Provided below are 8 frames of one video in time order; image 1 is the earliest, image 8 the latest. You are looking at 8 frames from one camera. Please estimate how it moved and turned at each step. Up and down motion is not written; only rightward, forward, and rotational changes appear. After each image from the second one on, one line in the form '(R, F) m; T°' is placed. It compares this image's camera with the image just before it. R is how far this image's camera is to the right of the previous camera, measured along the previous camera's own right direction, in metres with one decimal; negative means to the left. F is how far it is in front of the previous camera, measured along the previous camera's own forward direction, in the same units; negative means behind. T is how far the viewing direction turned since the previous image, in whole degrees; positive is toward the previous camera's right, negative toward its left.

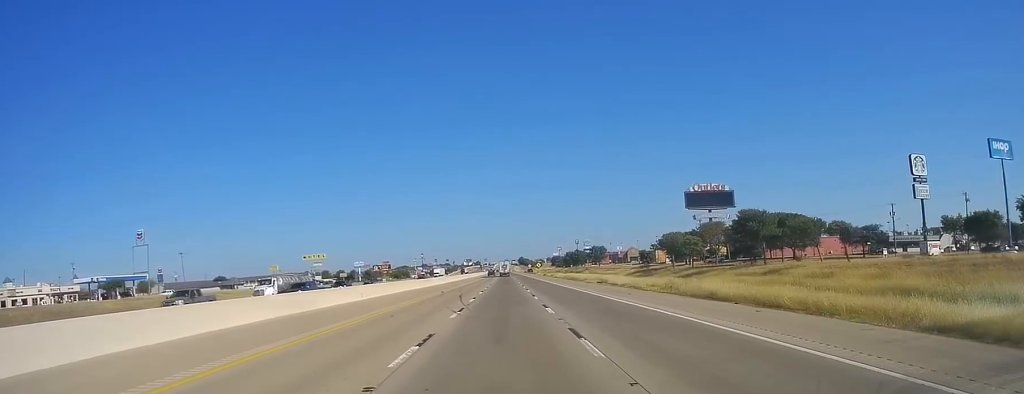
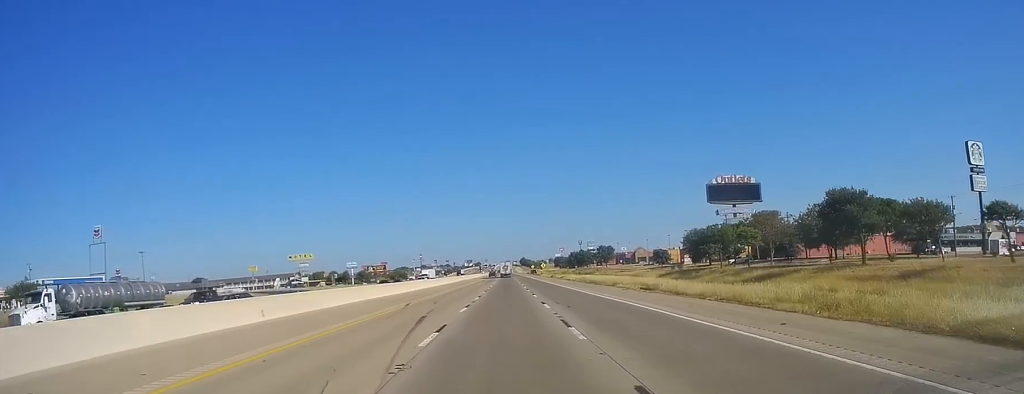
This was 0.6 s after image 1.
(+0.1, +21.2) m; 0°
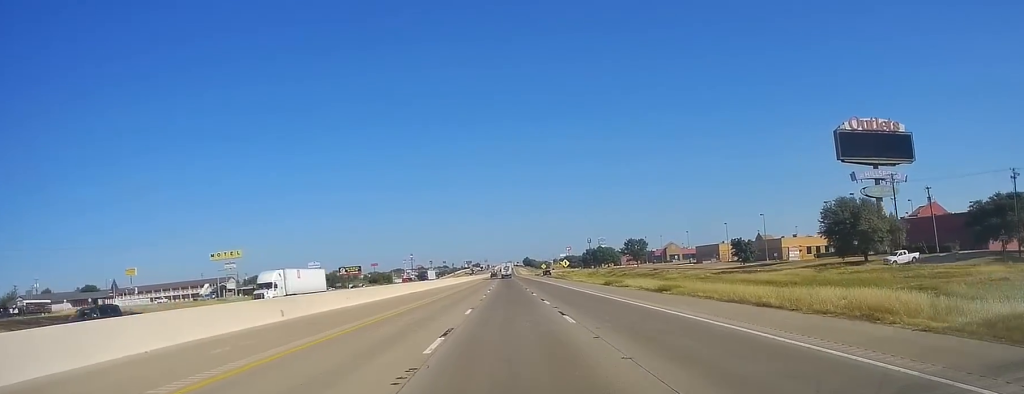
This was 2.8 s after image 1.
(-0.5, +74.8) m; 0°
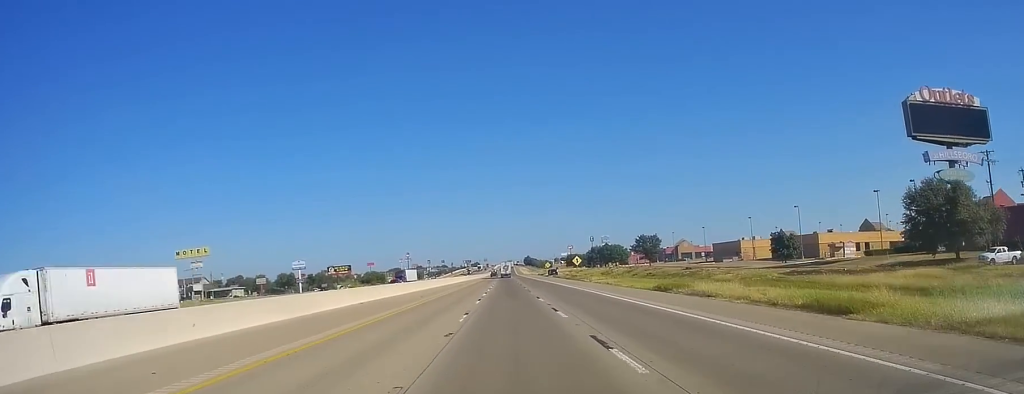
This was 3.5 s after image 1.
(+0.1, +22.2) m; 0°
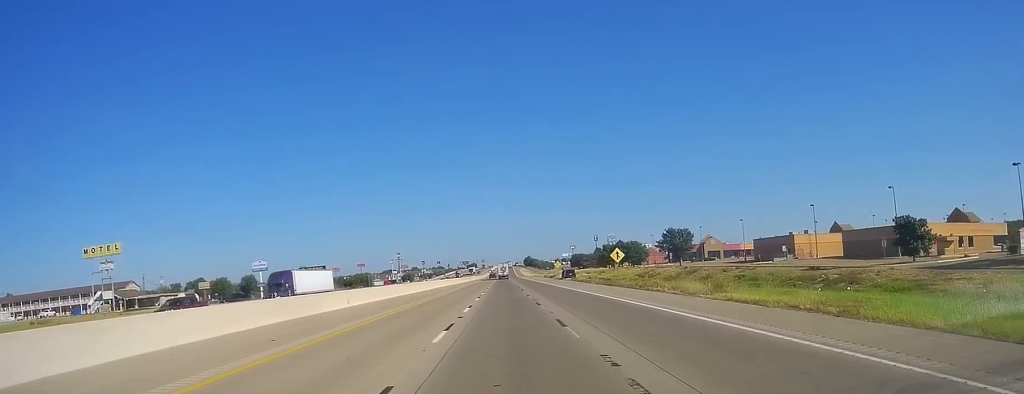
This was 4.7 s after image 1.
(-0.6, +42.8) m; -1°
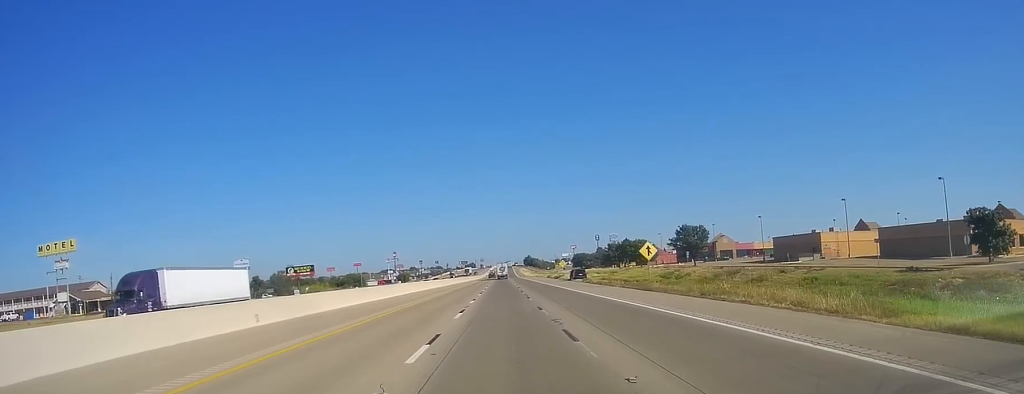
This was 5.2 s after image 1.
(-0.4, +16.0) m; 0°
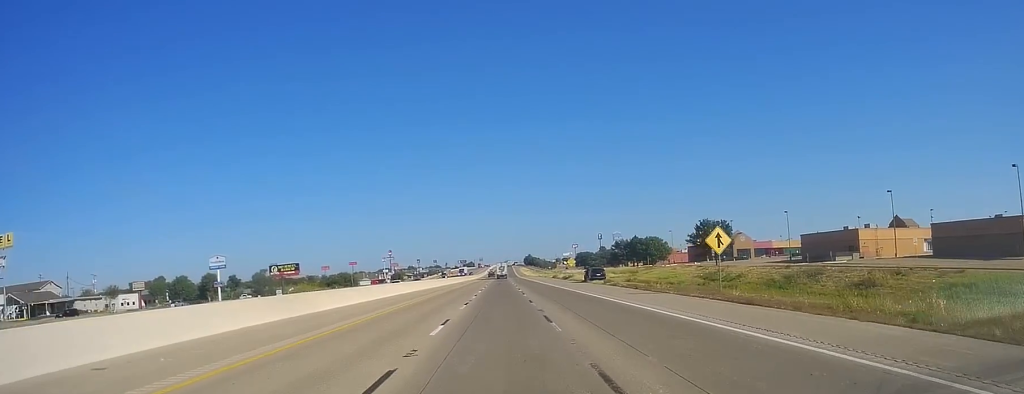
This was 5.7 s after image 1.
(+0.4, +18.9) m; 0°
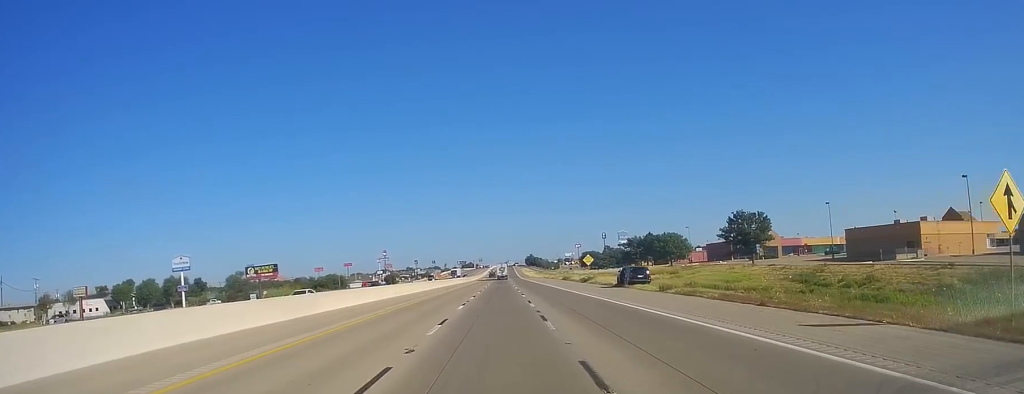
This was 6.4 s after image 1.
(+0.3, +24.0) m; 0°
